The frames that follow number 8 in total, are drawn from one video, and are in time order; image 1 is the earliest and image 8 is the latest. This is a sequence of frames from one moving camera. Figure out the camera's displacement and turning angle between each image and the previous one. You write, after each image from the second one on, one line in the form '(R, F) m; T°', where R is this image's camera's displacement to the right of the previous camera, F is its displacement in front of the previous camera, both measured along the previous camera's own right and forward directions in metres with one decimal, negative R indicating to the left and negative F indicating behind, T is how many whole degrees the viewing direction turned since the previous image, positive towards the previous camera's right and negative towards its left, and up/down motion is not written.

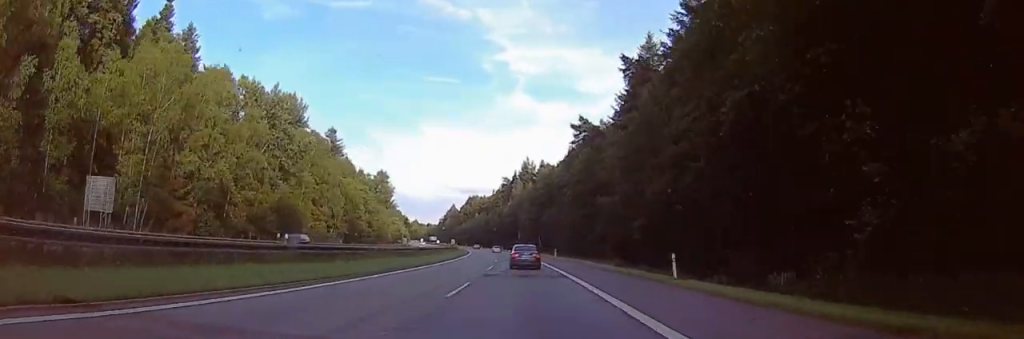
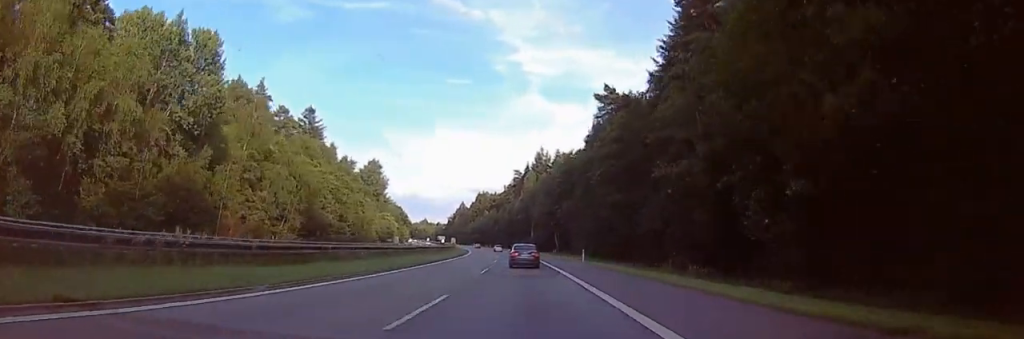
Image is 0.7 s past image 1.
(0.0, +20.1) m; 0°
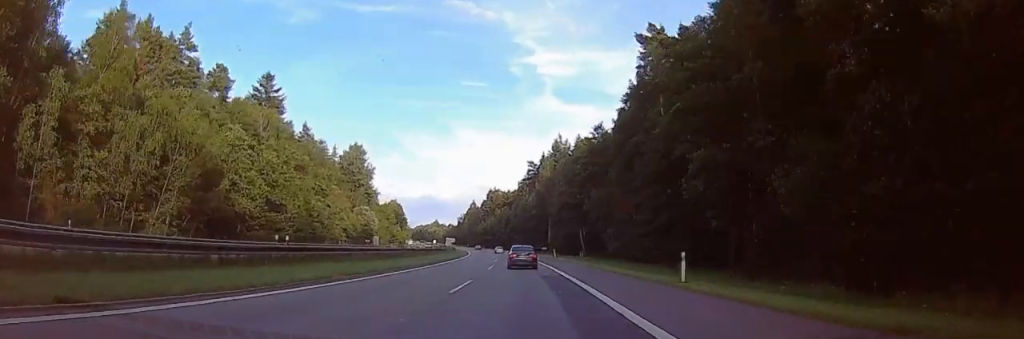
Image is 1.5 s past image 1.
(+0.1, +27.8) m; -2°
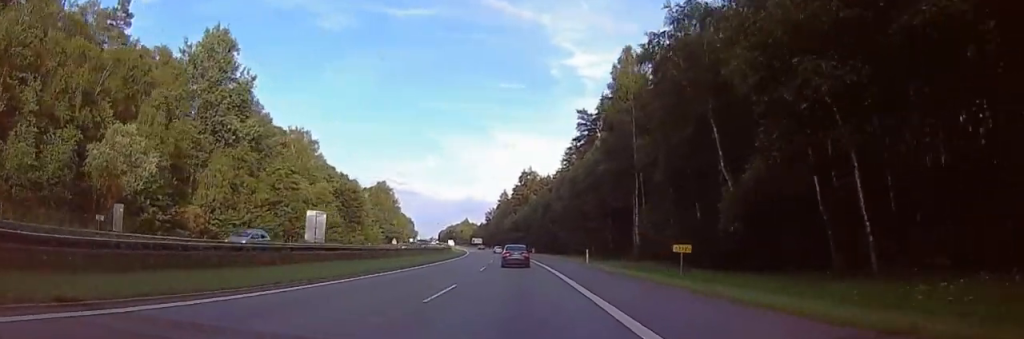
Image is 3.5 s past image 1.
(-6.5, +74.9) m; -8°
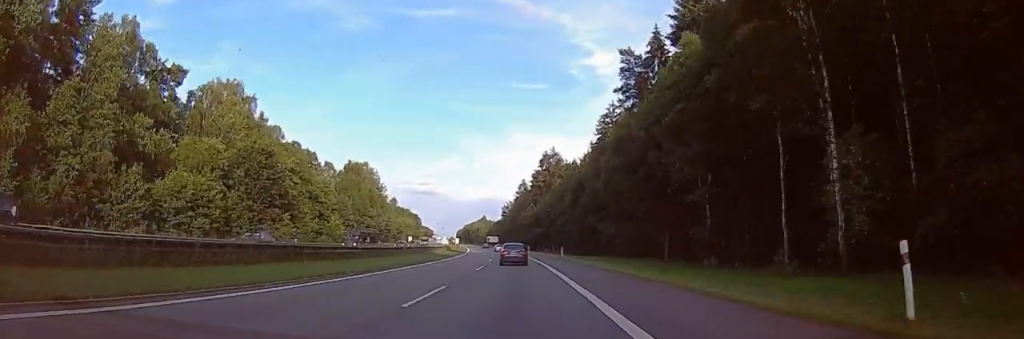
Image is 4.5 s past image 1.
(-0.7, +37.7) m; -2°
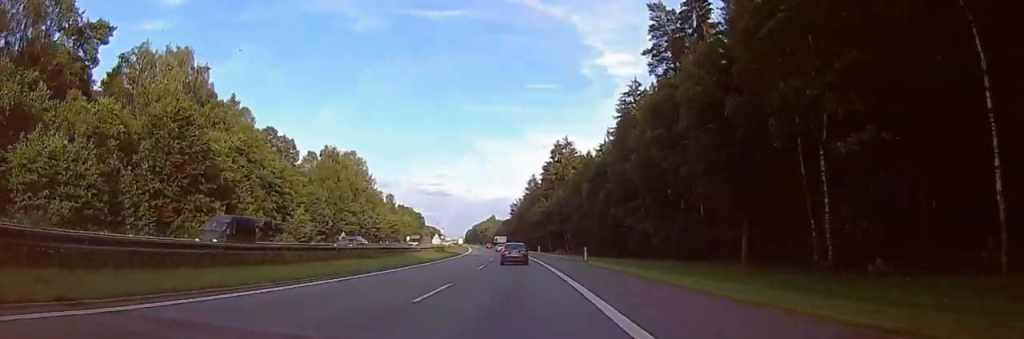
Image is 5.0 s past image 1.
(-0.2, +17.0) m; -1°
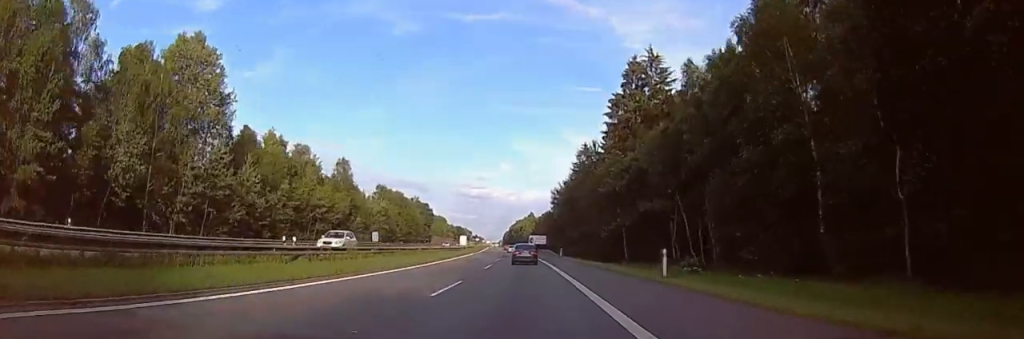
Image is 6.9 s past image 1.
(-2.0, +66.5) m; -3°
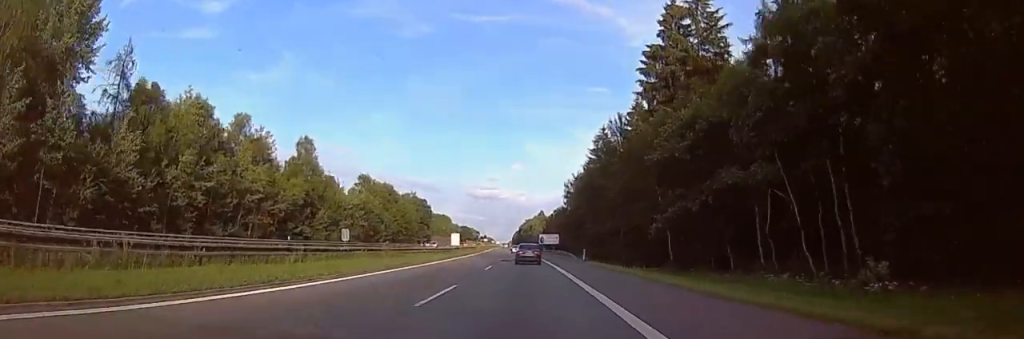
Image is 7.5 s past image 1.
(0.0, +19.0) m; -1°
